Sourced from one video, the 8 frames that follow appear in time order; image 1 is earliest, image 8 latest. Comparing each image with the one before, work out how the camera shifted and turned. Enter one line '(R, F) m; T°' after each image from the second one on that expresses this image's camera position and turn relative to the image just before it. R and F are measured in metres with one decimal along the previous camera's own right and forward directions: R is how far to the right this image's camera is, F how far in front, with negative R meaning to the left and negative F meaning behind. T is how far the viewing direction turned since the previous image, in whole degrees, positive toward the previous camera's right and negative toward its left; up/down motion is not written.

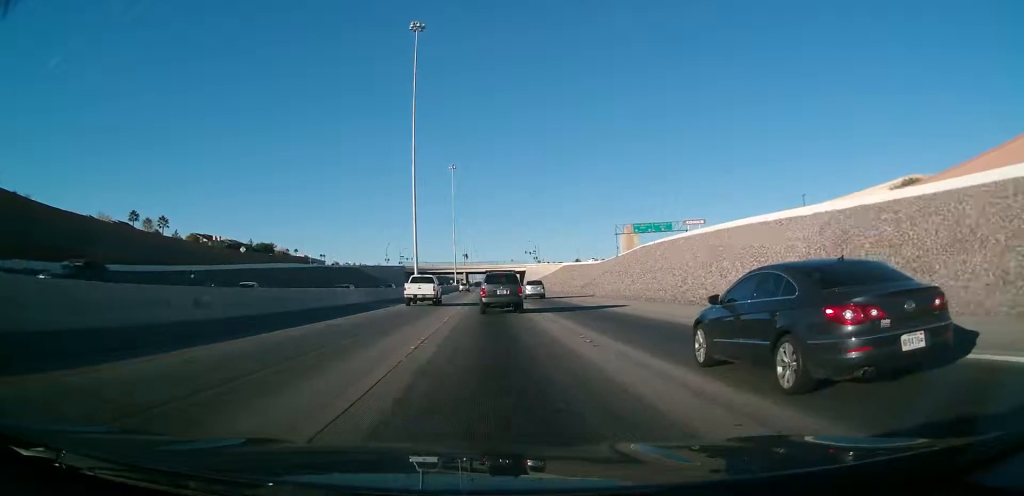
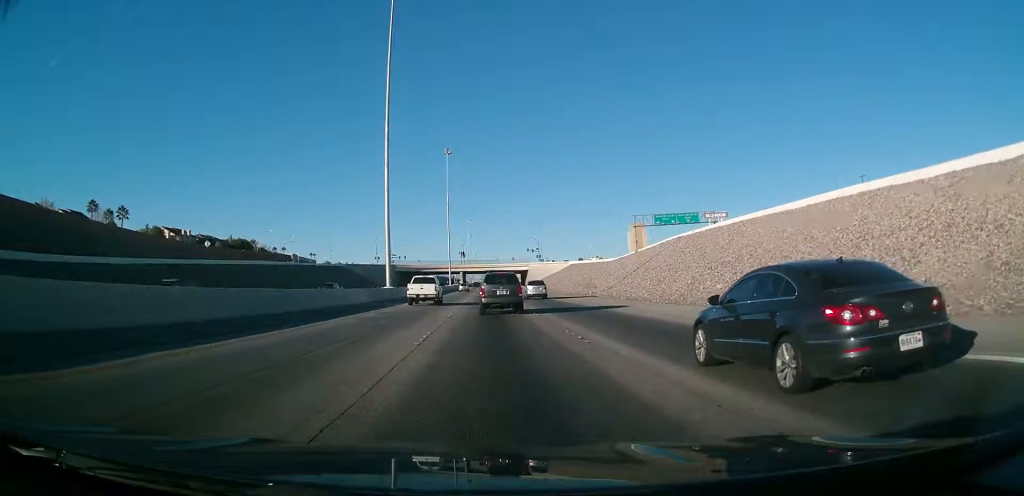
(0.0, +23.3) m; 0°
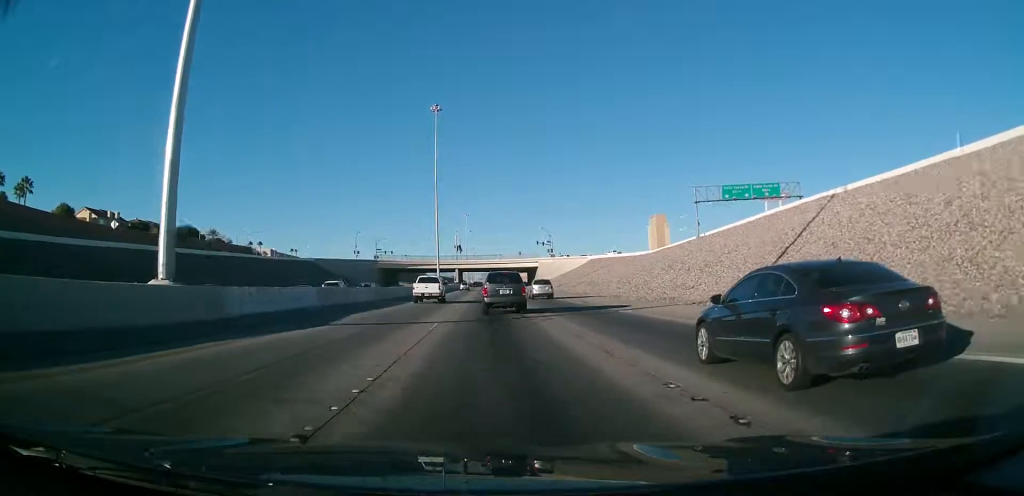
(0.0, +43.7) m; 0°
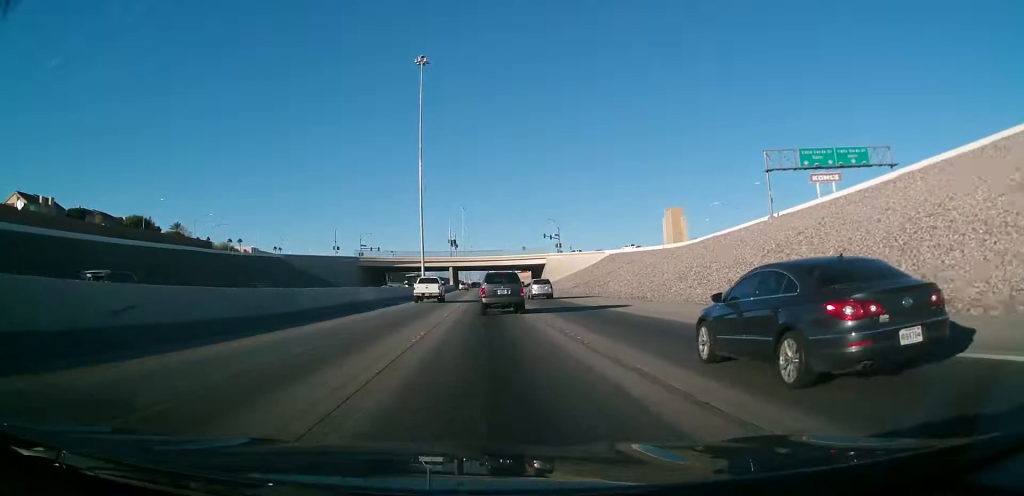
(0.0, +29.1) m; 0°
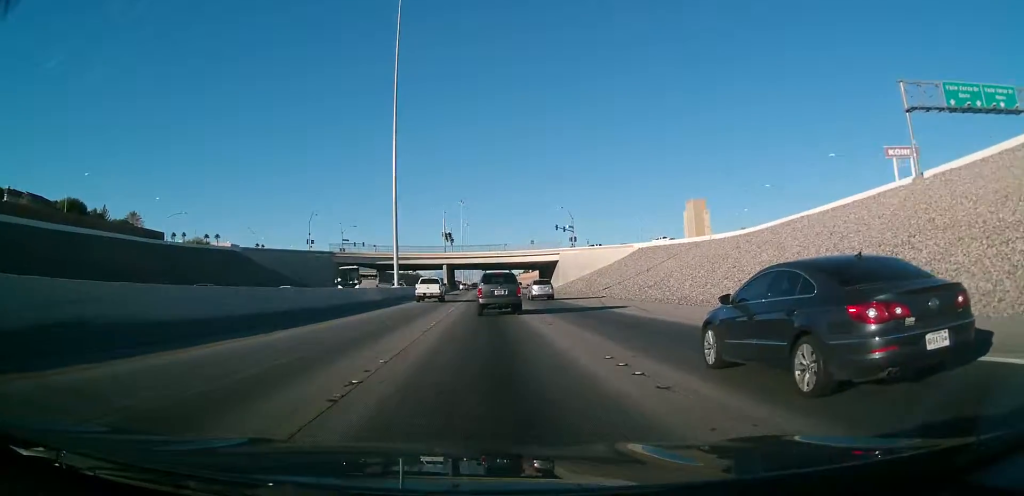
(0.0, +30.1) m; -1°
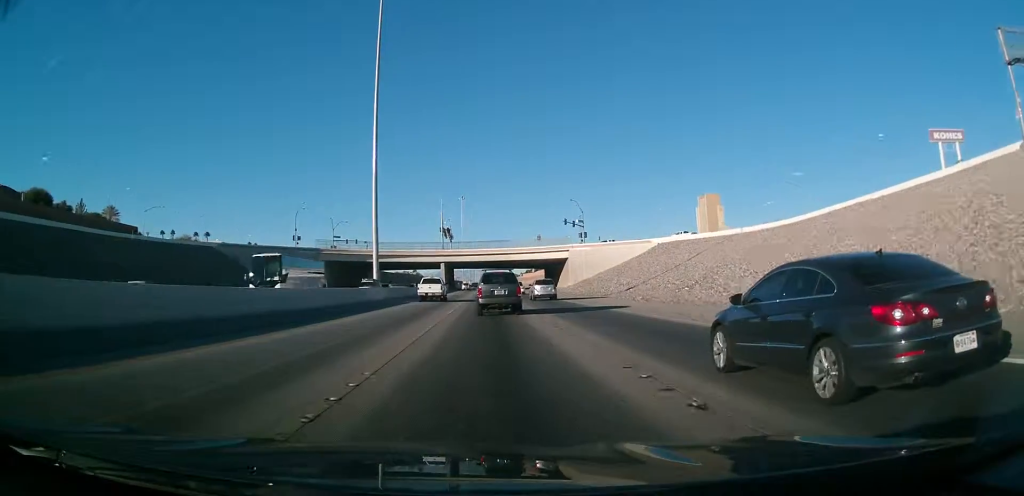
(+0.1, +13.6) m; 0°
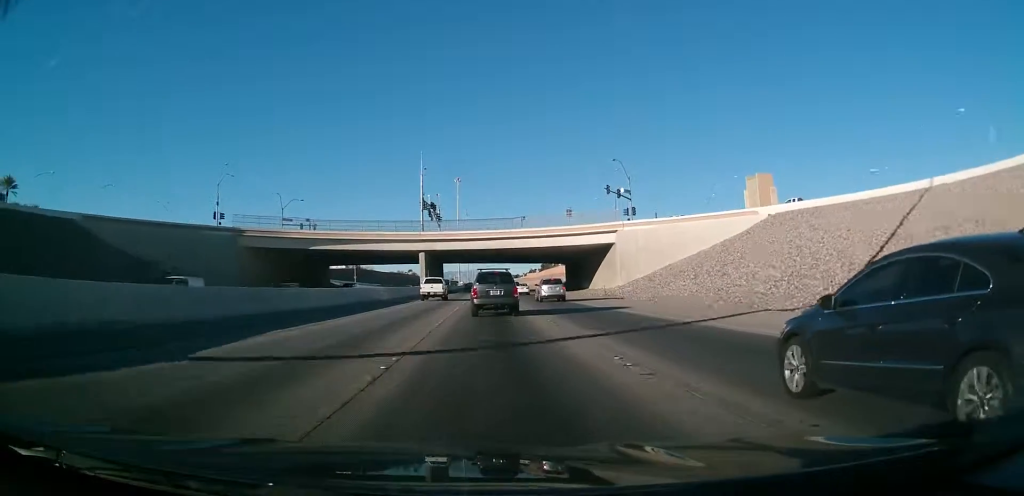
(-0.1, +46.7) m; +1°
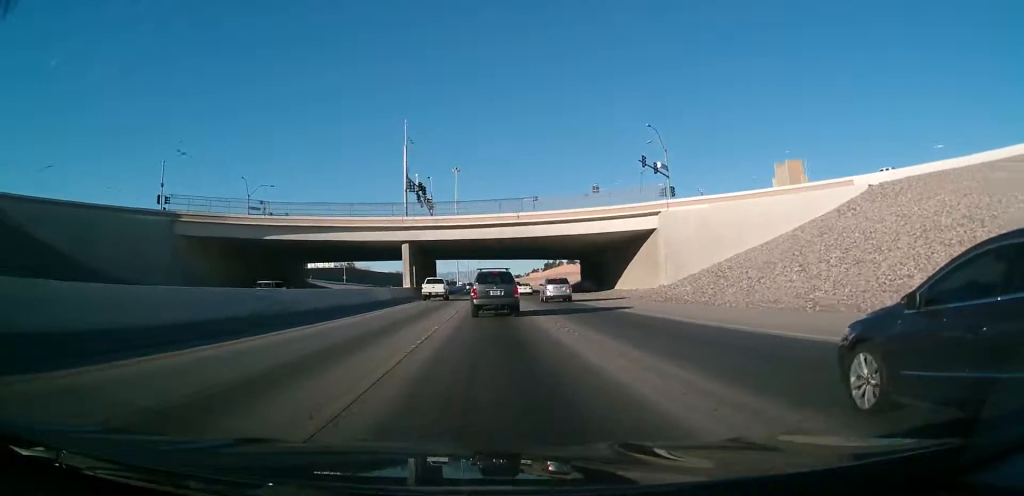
(+0.1, +20.6) m; 0°
